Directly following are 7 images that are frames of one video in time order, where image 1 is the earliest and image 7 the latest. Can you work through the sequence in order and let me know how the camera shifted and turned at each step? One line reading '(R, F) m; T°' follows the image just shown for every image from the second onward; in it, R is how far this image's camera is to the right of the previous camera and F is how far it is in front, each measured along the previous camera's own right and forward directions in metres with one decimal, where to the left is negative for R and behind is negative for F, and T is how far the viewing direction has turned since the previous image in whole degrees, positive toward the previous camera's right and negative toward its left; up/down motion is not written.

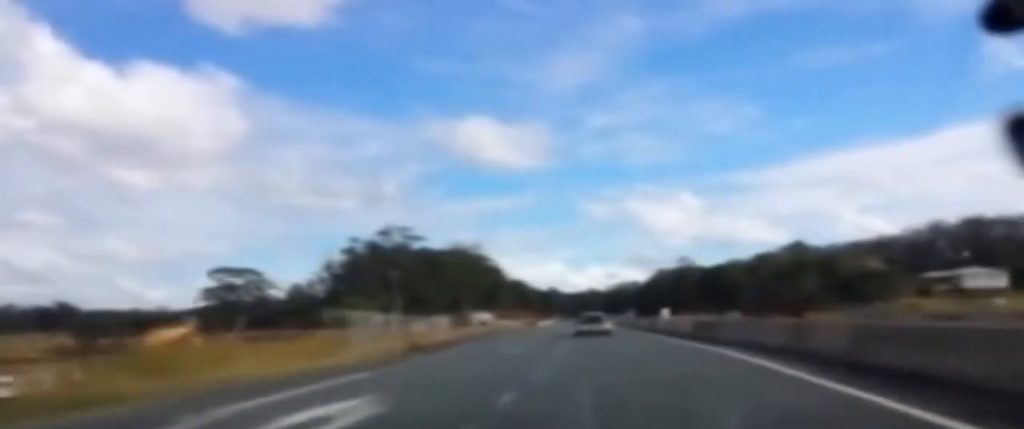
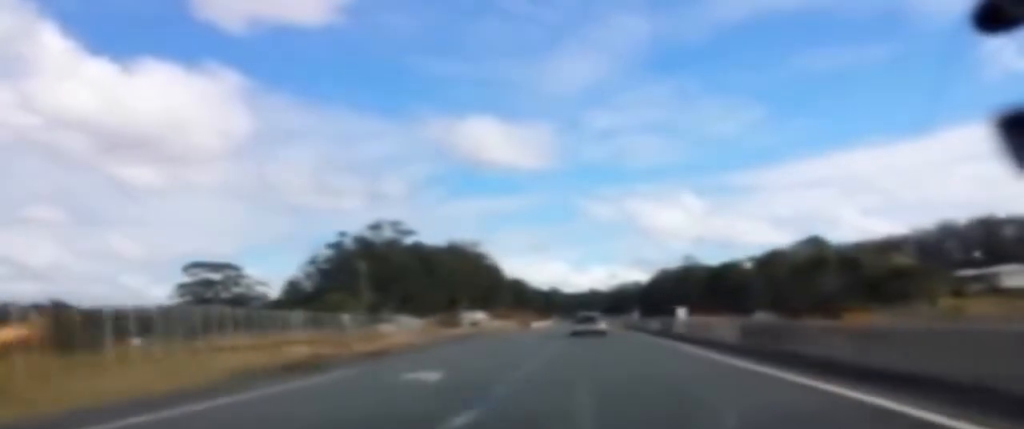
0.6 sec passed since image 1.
(+0.1, +14.9) m; 0°
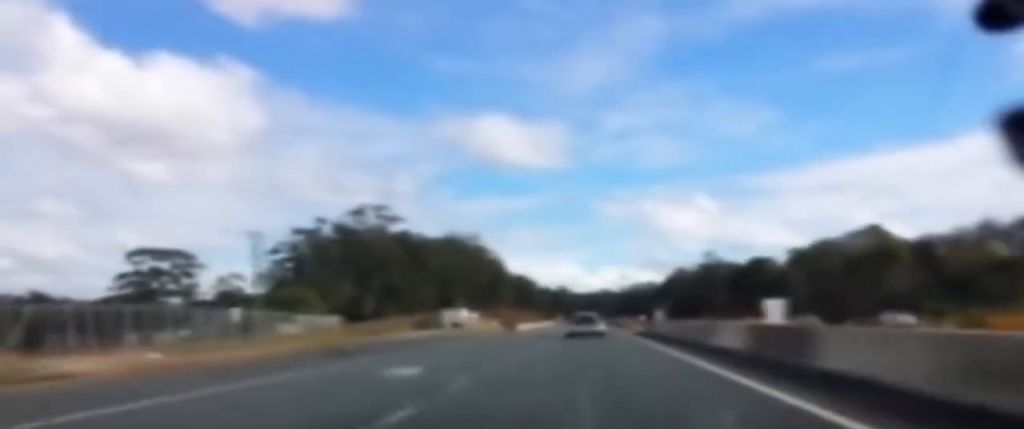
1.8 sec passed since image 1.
(-0.3, +28.1) m; -2°
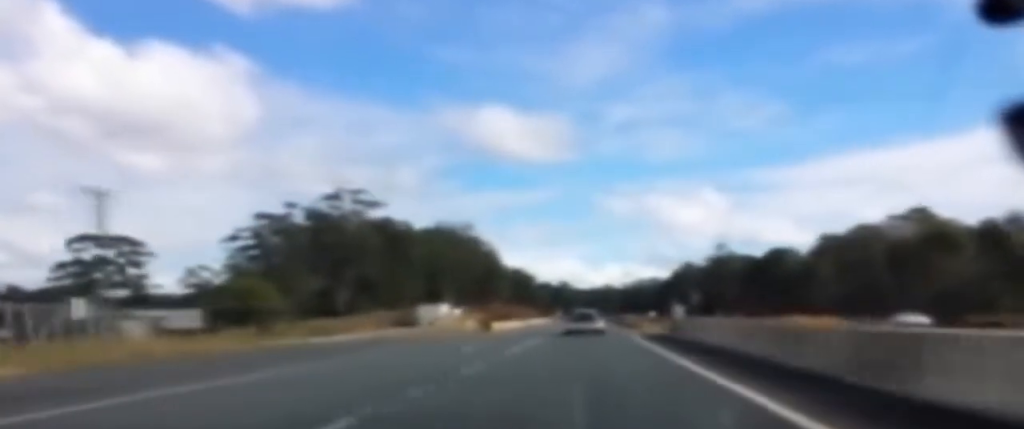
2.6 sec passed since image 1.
(-0.2, +17.9) m; -1°
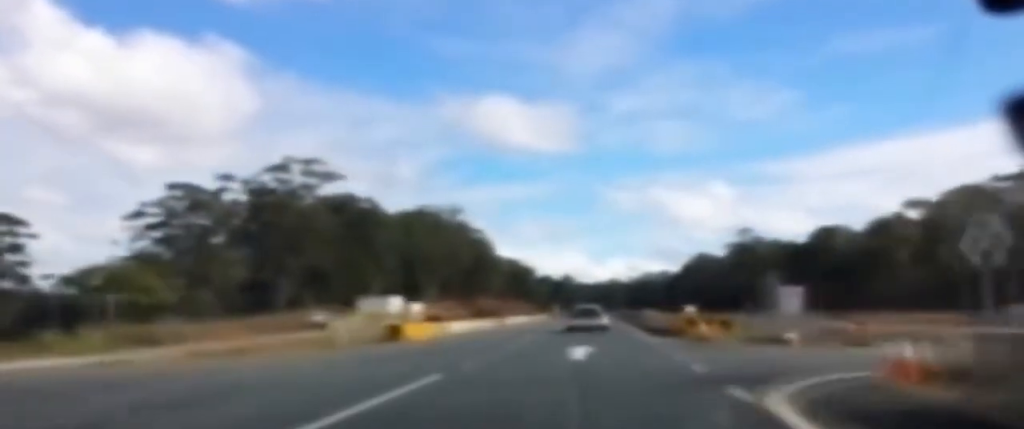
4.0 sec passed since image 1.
(-0.1, +31.6) m; 0°
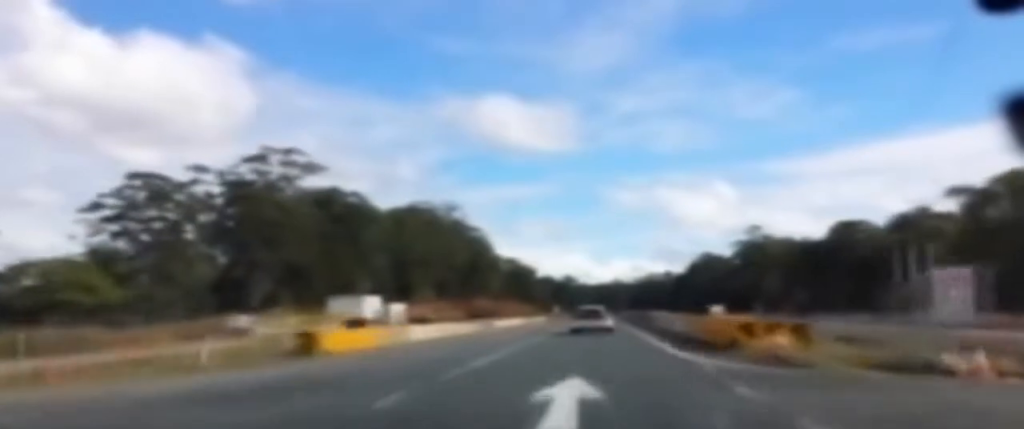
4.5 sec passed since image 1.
(0.0, +11.5) m; 0°
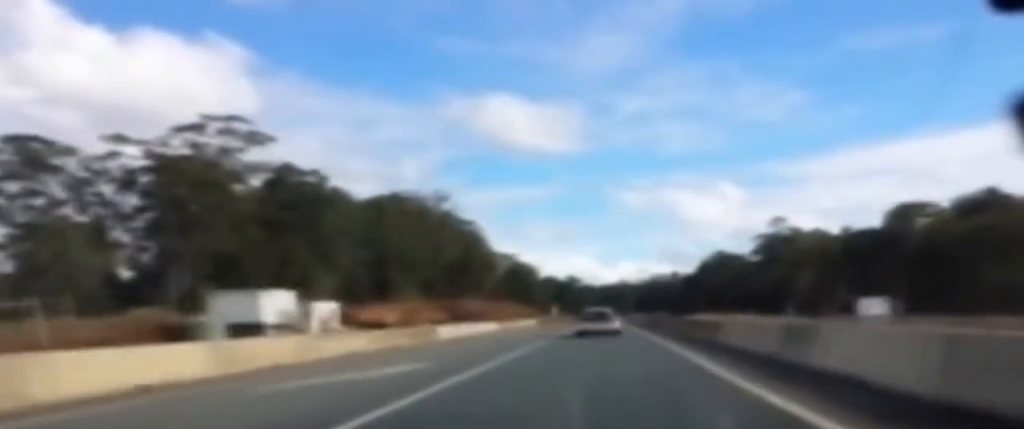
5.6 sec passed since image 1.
(0.0, +25.9) m; 0°
